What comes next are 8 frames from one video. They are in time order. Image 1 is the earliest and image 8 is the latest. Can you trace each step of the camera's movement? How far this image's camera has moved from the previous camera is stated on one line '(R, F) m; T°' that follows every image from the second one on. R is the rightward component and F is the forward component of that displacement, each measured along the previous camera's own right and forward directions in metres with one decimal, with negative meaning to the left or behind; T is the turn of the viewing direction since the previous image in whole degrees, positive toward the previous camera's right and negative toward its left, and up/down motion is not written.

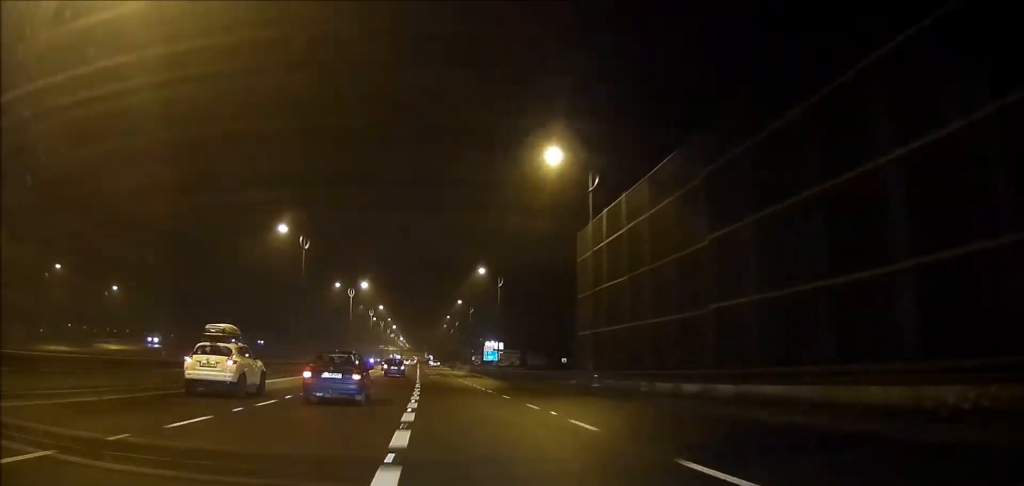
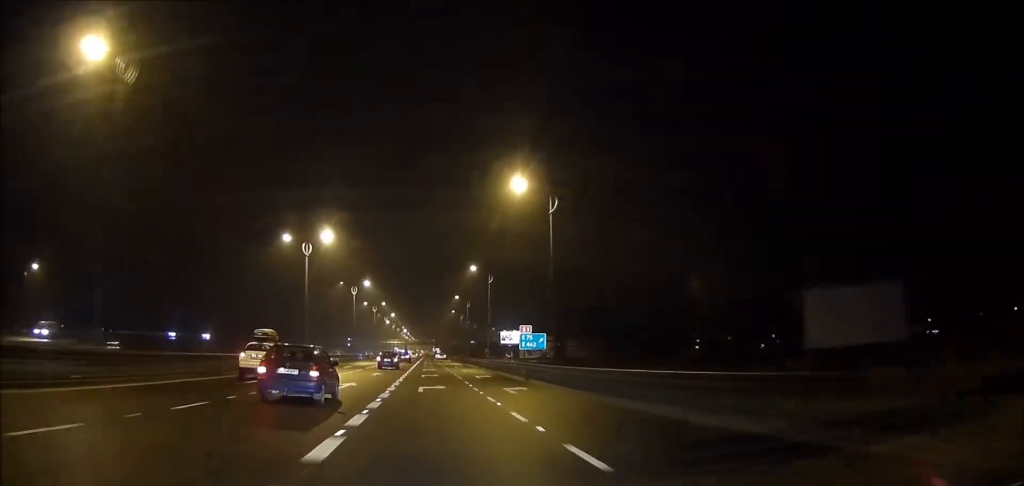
(-0.2, +33.2) m; 0°
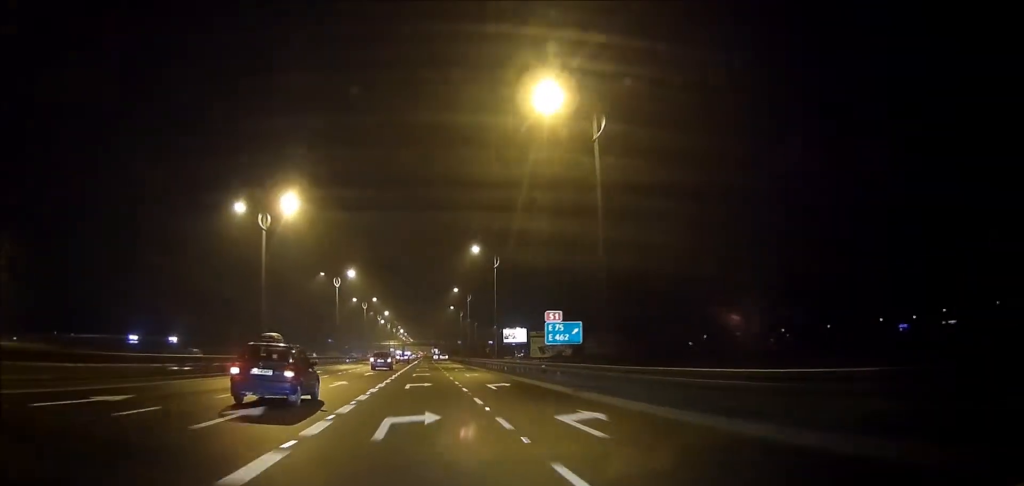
(0.0, +13.3) m; 0°
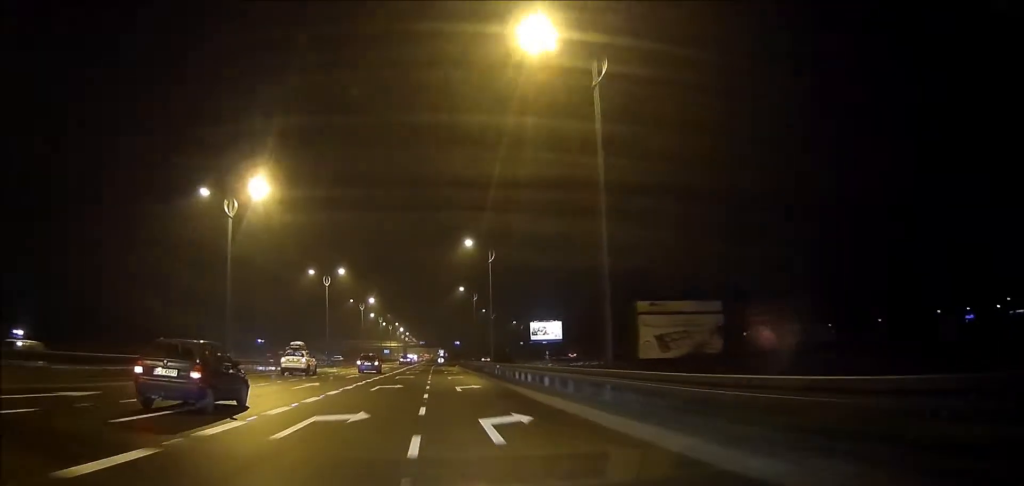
(-0.4, +43.9) m; -1°
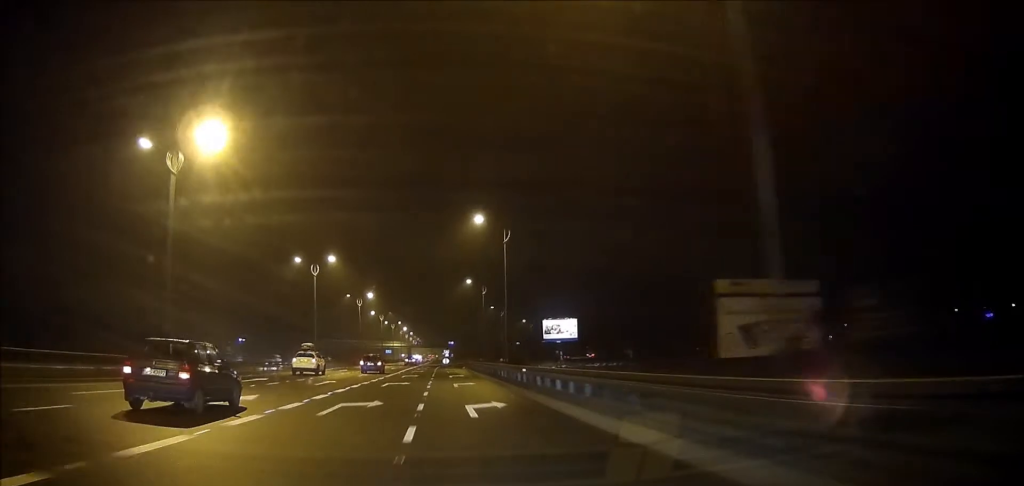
(0.0, +10.4) m; 0°
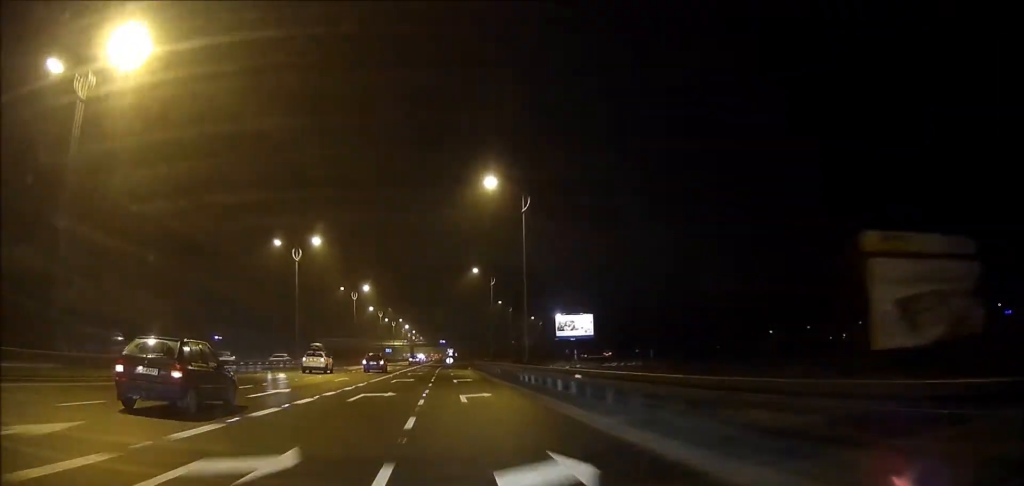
(0.0, +10.4) m; 0°
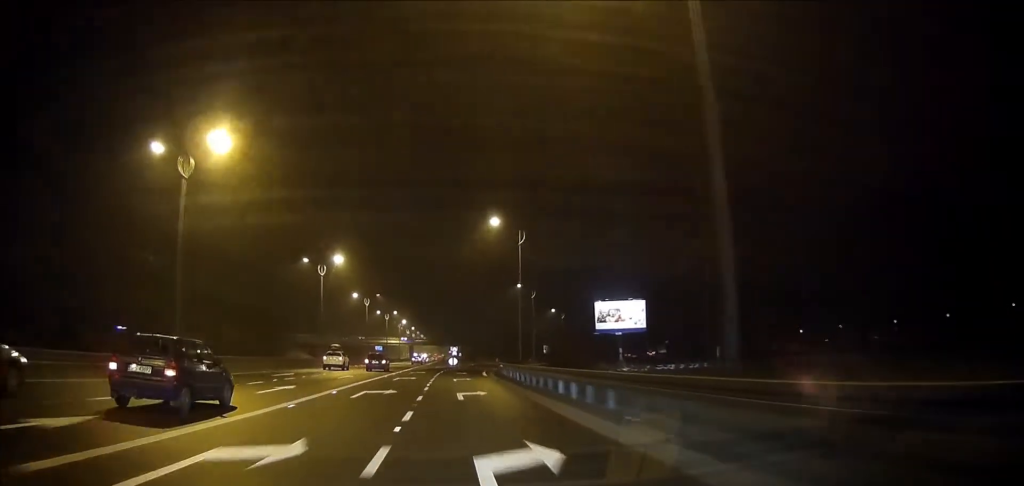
(0.0, +28.6) m; 0°
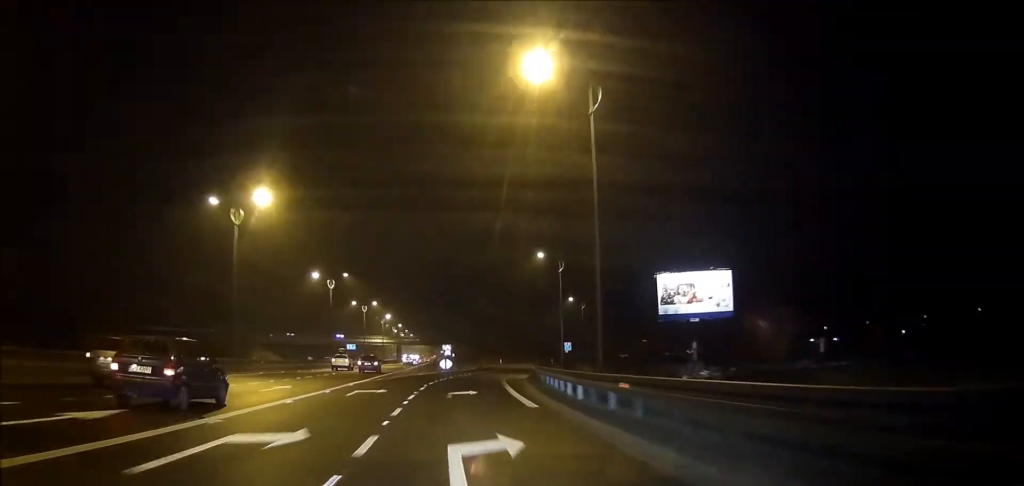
(-0.2, +28.8) m; 0°
